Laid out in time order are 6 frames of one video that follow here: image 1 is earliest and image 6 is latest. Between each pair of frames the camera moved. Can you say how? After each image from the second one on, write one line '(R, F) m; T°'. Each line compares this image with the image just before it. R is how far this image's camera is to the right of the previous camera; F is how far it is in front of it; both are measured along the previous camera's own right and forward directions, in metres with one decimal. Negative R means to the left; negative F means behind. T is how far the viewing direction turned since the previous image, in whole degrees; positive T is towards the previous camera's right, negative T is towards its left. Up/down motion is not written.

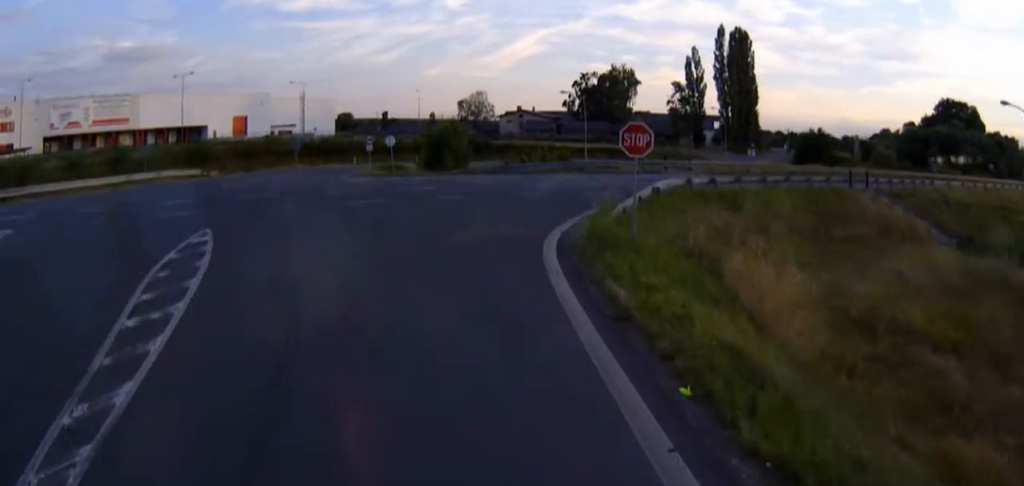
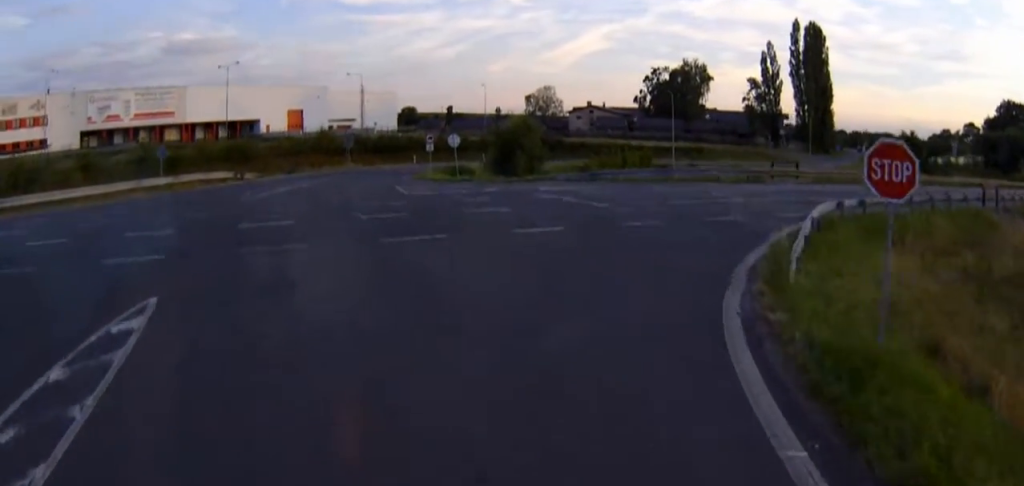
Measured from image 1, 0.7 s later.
(-0.5, +8.0) m; -4°
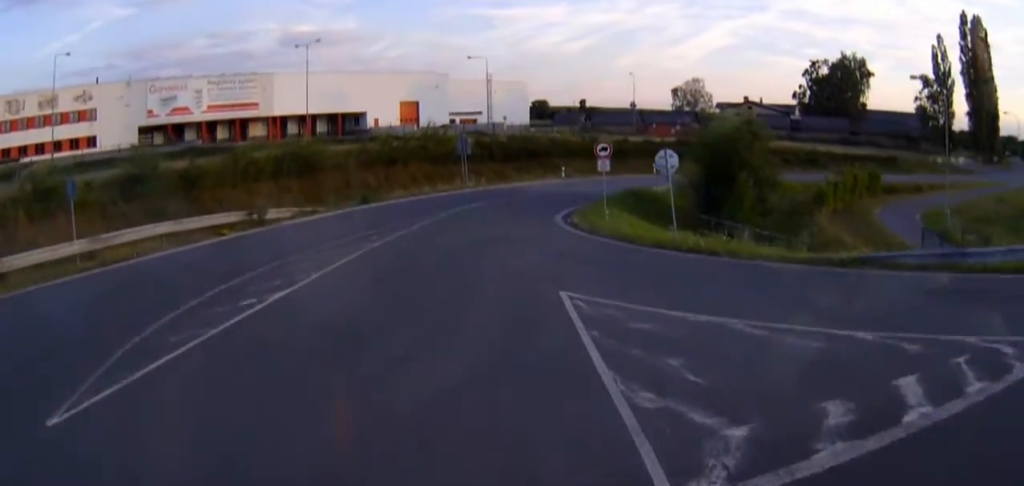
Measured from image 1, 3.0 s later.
(-3.2, +24.2) m; -9°
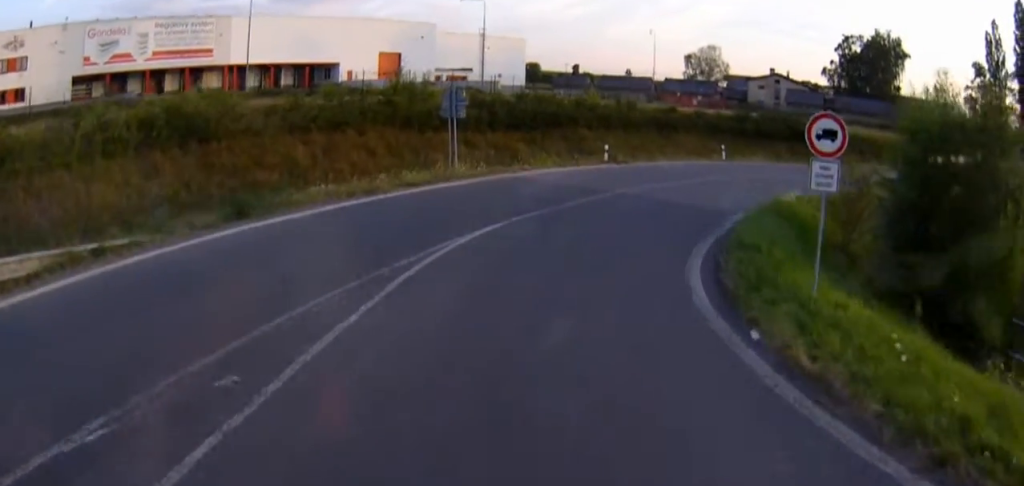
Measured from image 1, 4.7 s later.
(+2.0, +19.6) m; +13°
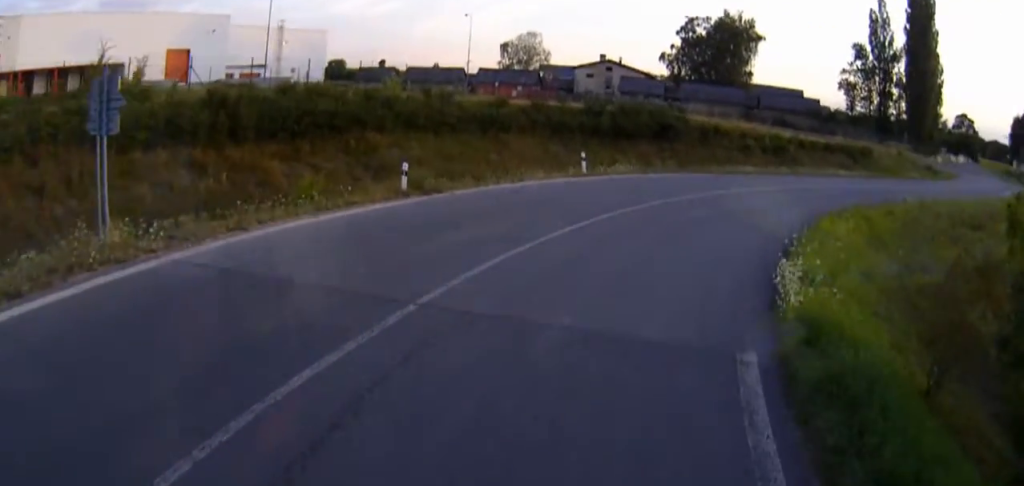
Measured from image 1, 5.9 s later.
(+1.5, +14.9) m; +12°
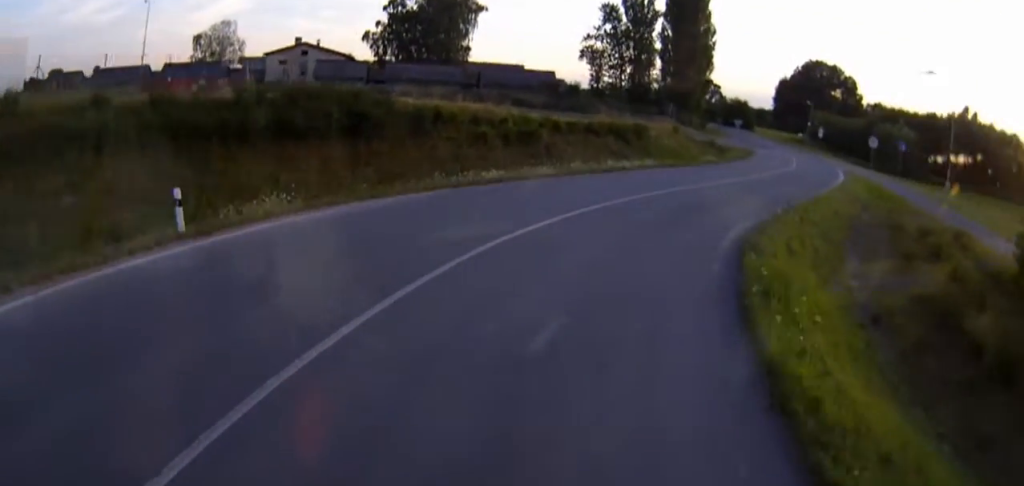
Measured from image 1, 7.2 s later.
(+2.2, +16.6) m; +14°
